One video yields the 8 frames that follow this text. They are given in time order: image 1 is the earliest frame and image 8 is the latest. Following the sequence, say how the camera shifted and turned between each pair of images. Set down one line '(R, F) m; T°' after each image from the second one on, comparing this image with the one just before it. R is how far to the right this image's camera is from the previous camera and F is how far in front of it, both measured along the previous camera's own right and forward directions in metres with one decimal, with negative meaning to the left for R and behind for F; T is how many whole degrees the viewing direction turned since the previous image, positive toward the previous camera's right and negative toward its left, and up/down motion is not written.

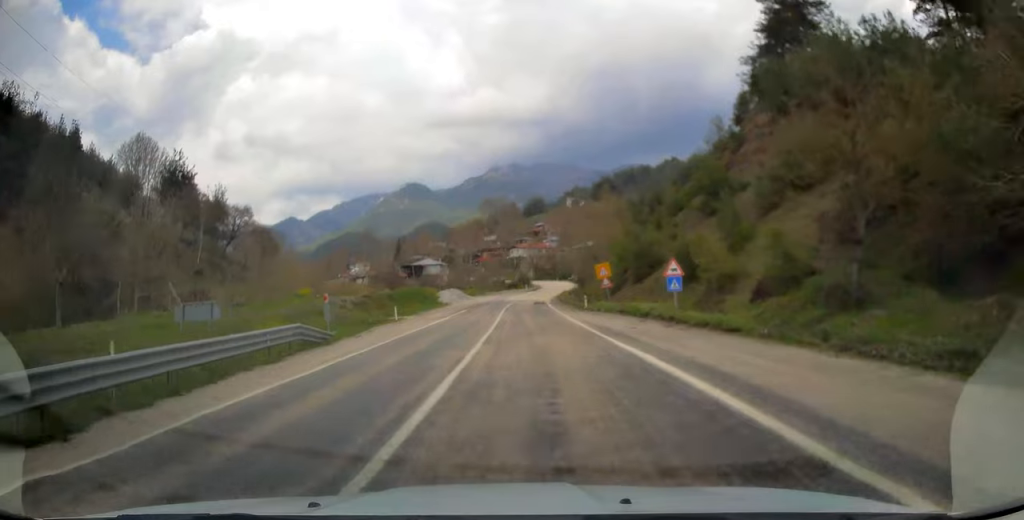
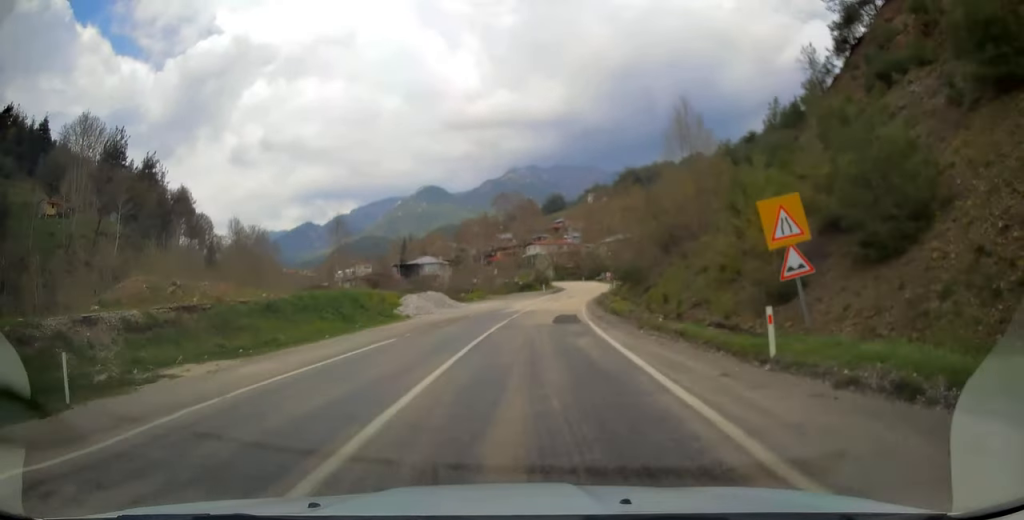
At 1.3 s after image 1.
(-0.5, +29.2) m; -2°
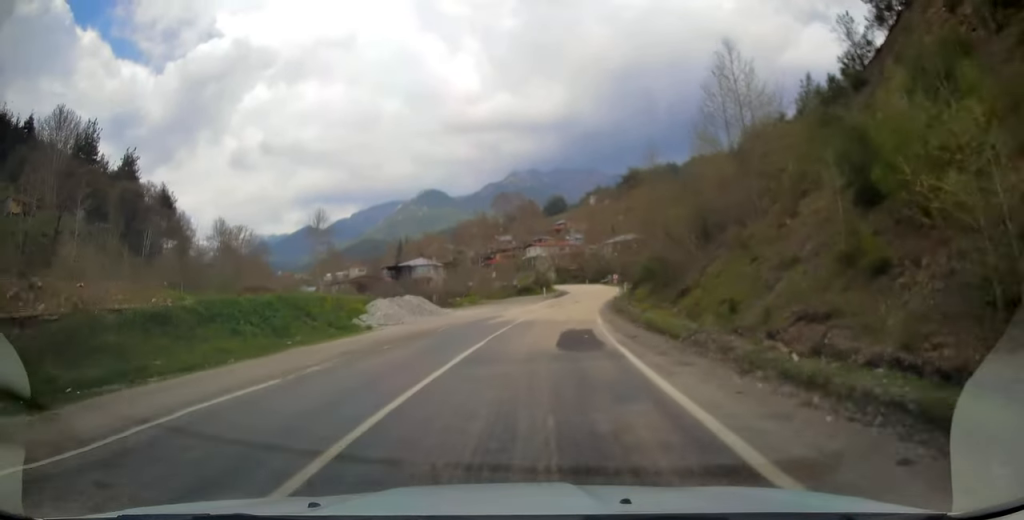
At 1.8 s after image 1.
(-0.1, +9.4) m; +1°
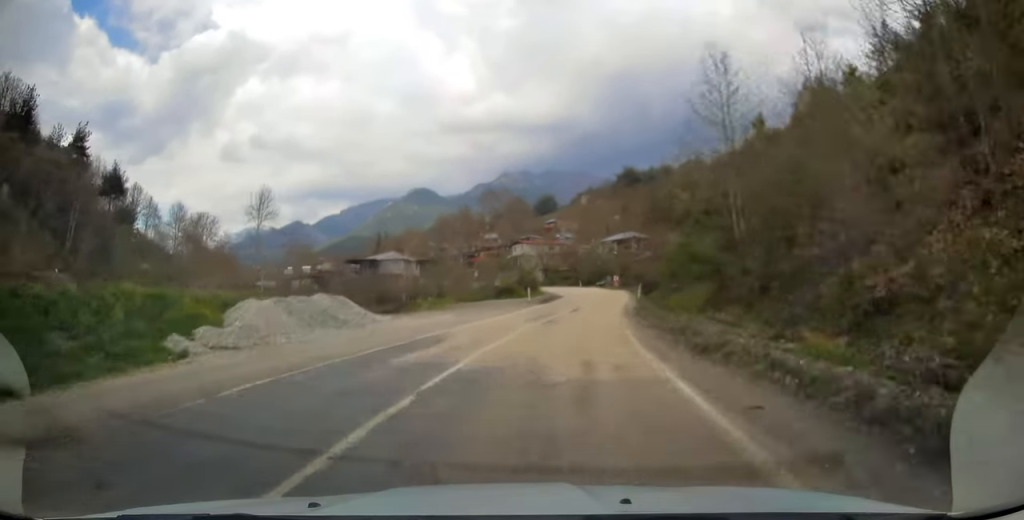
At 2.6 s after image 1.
(+0.1, +17.2) m; +2°
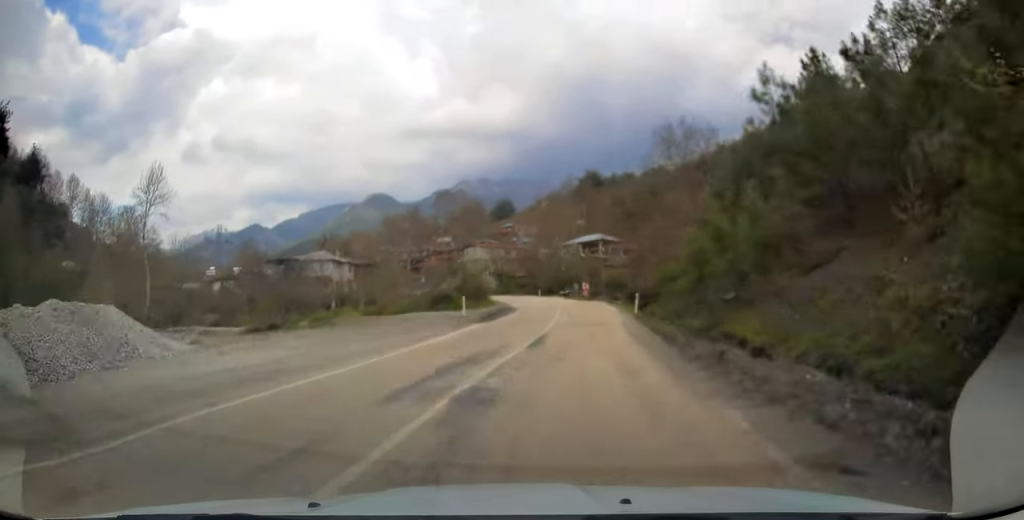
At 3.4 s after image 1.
(+0.4, +17.6) m; +2°
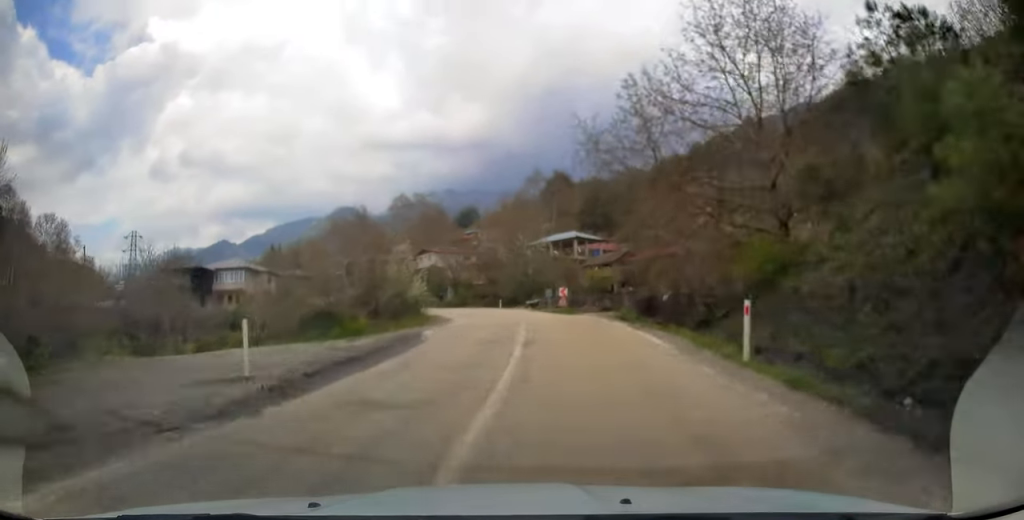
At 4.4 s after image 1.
(+0.3, +20.5) m; +1°
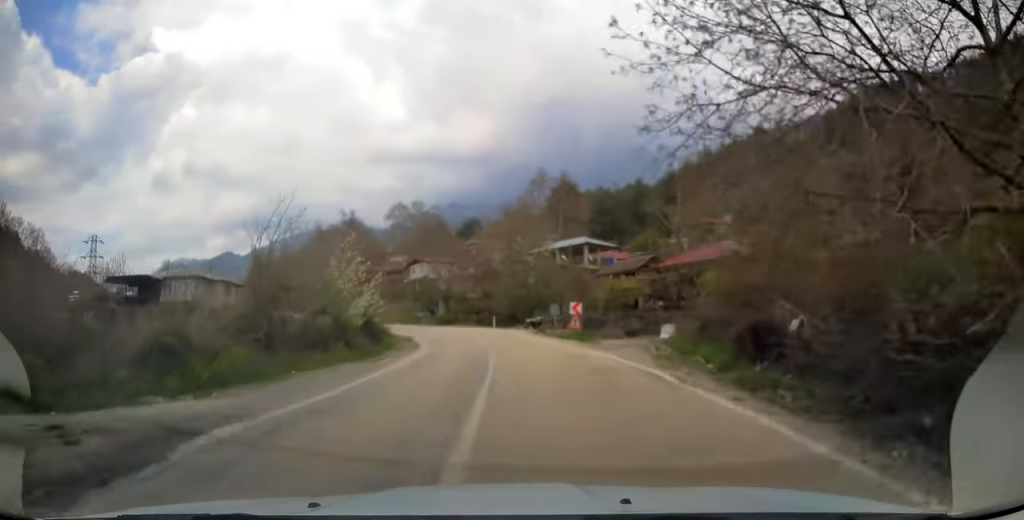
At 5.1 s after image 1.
(+0.3, +13.0) m; -1°
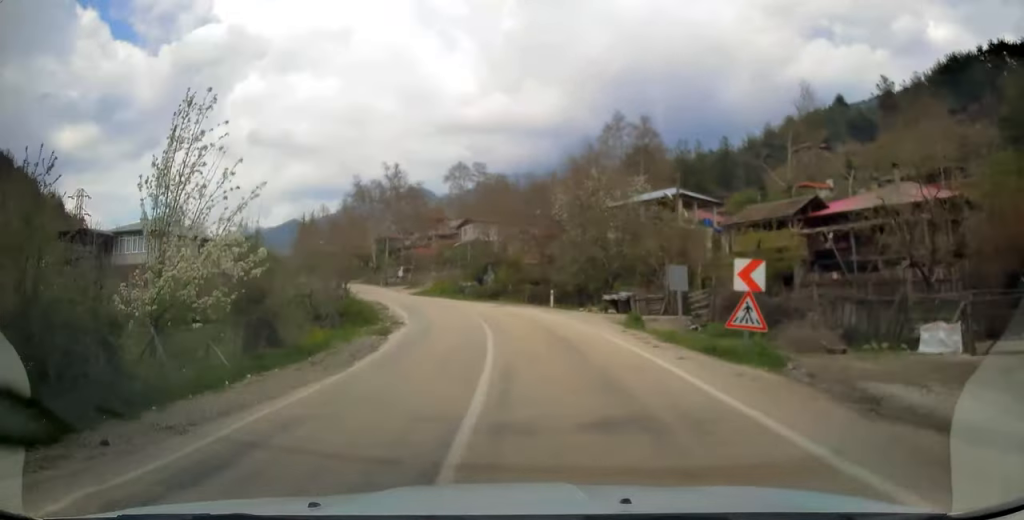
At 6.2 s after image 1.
(-0.8, +19.3) m; -5°
